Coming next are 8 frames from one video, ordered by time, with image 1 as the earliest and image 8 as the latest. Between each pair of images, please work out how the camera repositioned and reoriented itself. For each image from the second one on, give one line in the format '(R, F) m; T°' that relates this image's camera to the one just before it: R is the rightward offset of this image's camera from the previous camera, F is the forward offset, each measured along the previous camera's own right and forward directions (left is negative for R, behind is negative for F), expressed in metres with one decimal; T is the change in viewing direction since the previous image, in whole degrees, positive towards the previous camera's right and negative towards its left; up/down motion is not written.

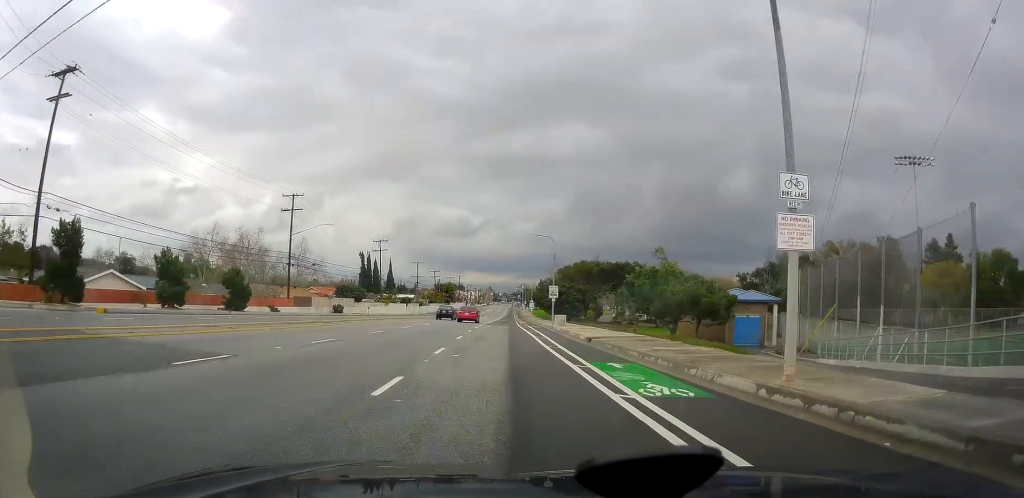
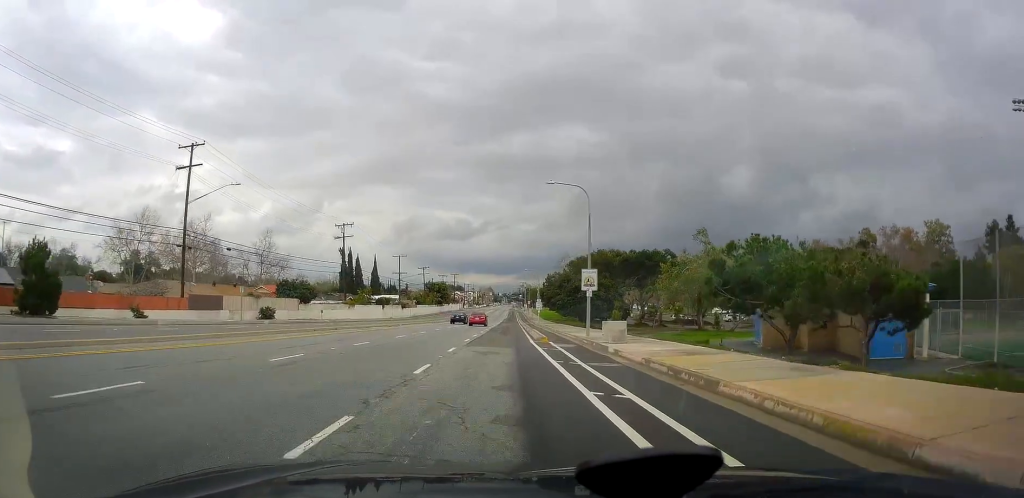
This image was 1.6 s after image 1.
(-0.6, +25.0) m; -2°
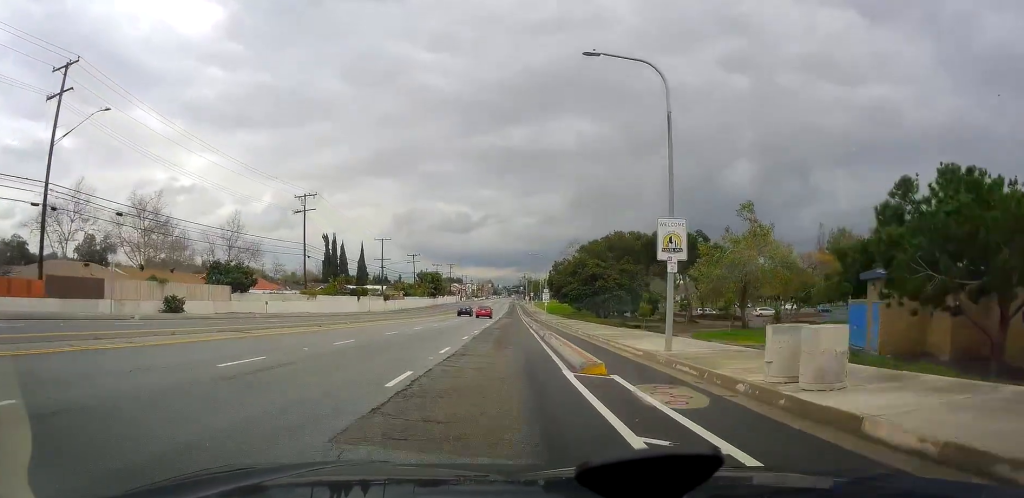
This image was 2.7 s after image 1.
(+0.2, +17.4) m; 0°
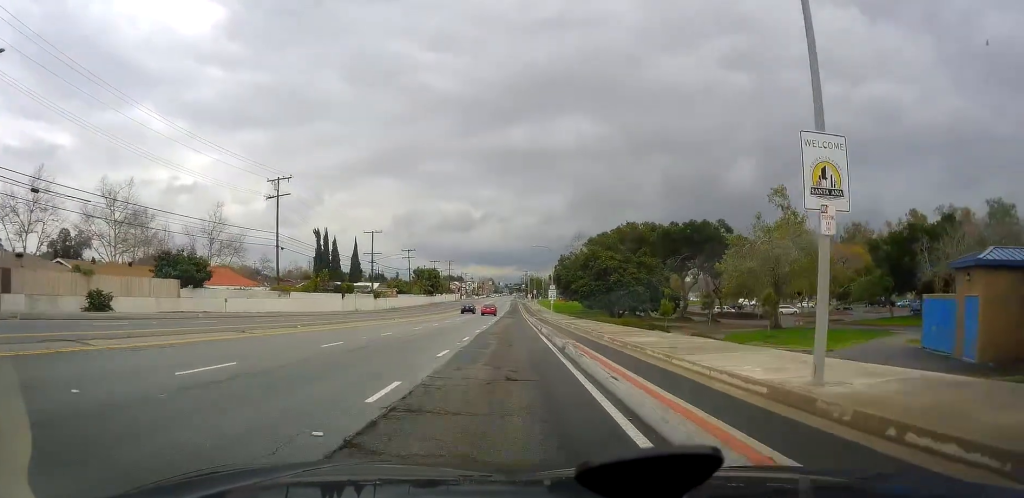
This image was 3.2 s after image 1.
(0.0, +9.0) m; 0°
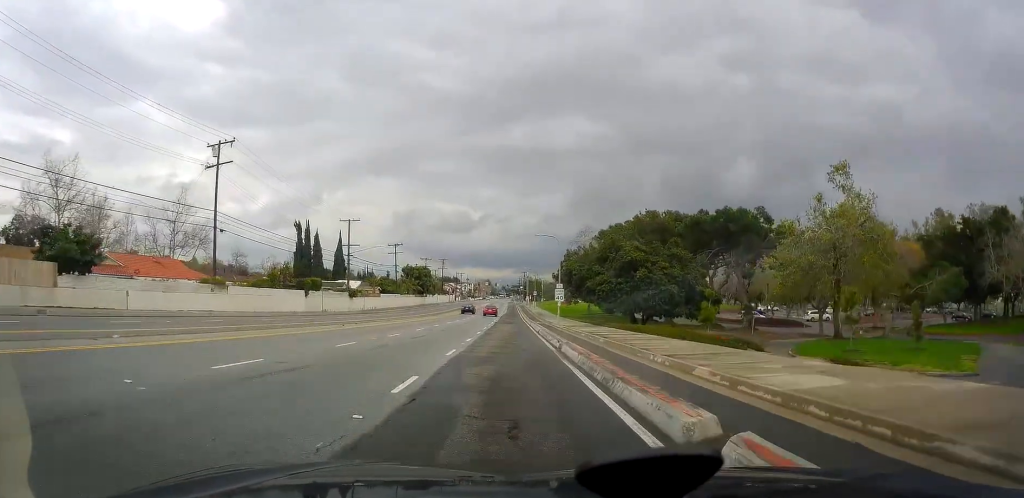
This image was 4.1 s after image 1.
(-0.3, +13.6) m; 0°
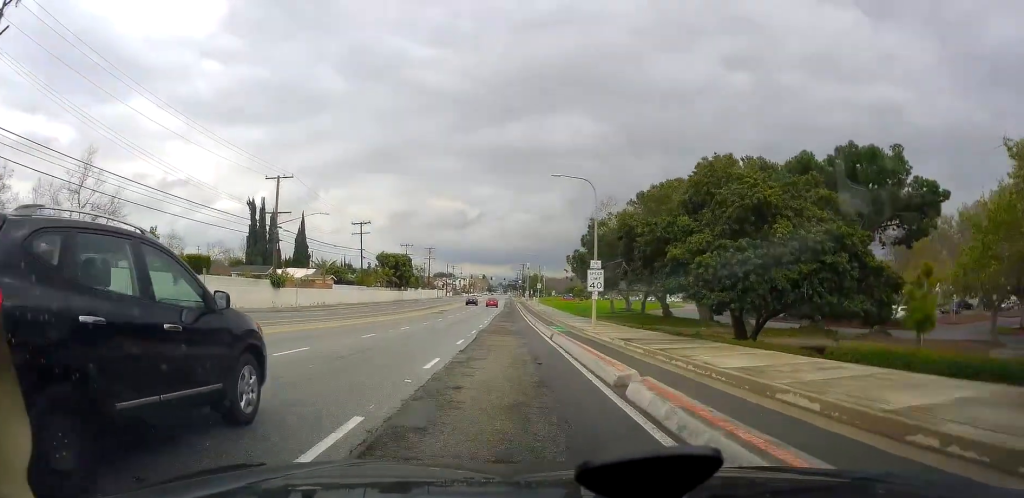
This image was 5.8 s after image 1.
(+0.8, +26.5) m; +2°
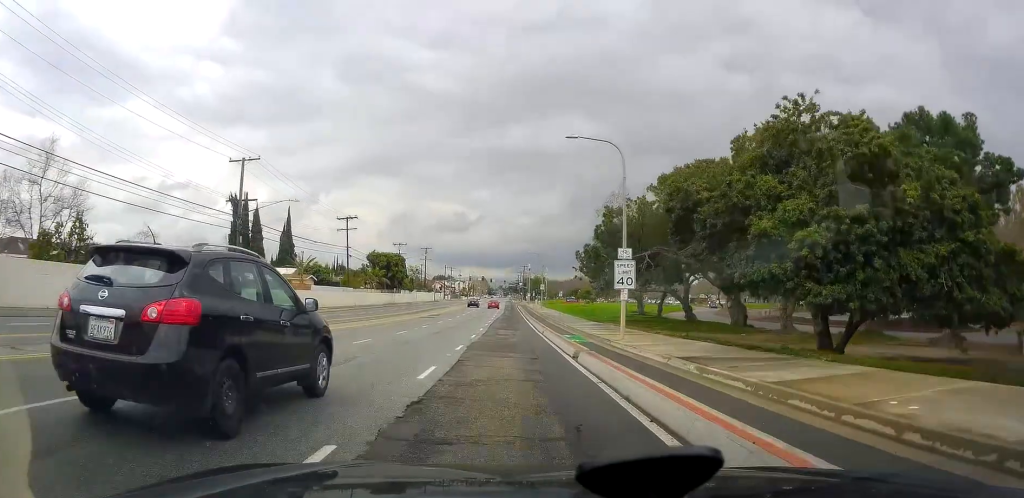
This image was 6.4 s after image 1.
(0.0, +8.5) m; 0°
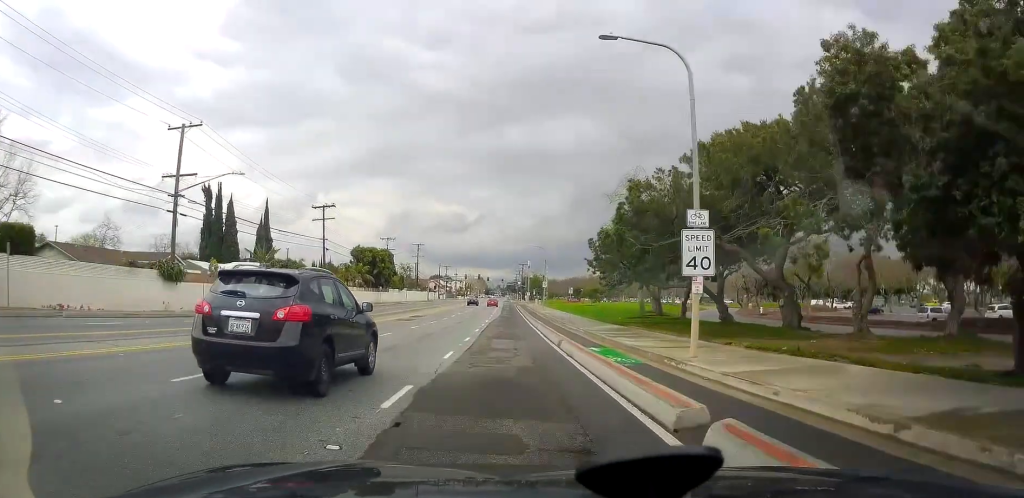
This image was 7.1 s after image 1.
(0.0, +10.3) m; 0°
